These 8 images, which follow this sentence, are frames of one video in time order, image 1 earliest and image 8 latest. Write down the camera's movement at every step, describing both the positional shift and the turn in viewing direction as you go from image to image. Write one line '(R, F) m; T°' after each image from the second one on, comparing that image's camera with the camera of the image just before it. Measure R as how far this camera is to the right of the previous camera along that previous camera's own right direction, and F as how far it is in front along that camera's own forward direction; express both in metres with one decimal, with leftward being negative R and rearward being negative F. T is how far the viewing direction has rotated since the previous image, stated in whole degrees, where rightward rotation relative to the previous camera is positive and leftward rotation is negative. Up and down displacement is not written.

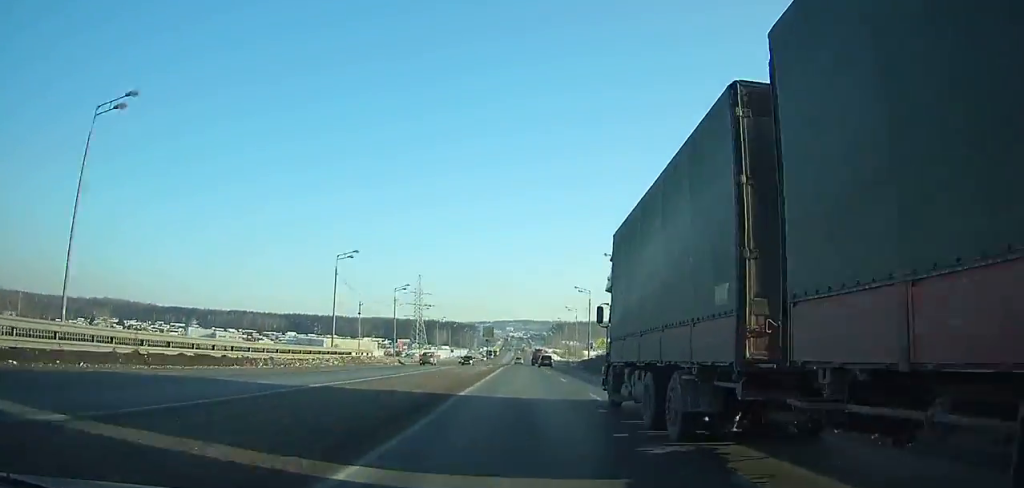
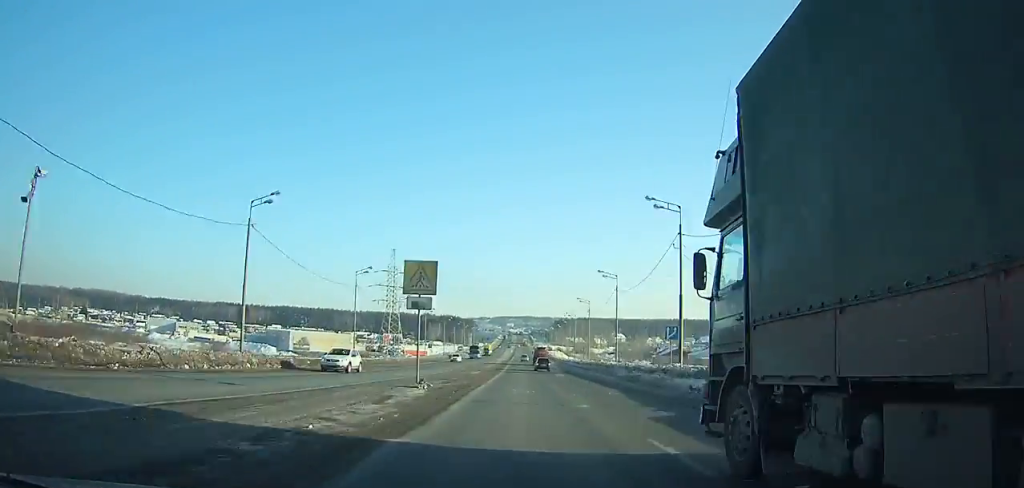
(0.0, +44.6) m; 0°
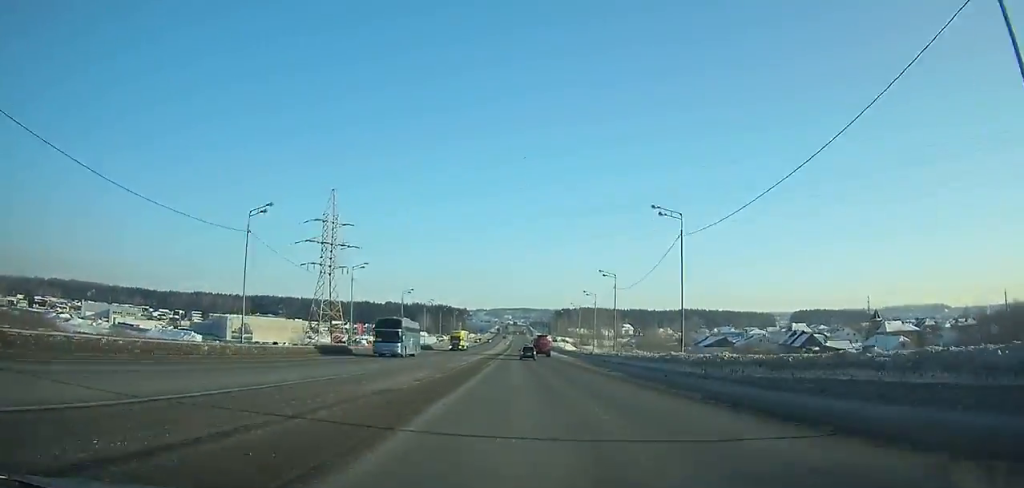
(-0.3, +55.3) m; 0°
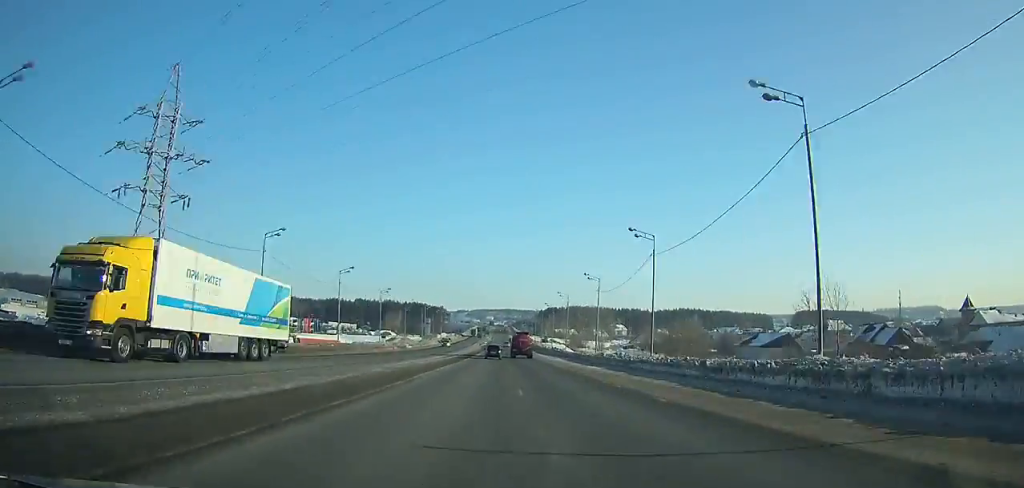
(+0.7, +50.4) m; 0°
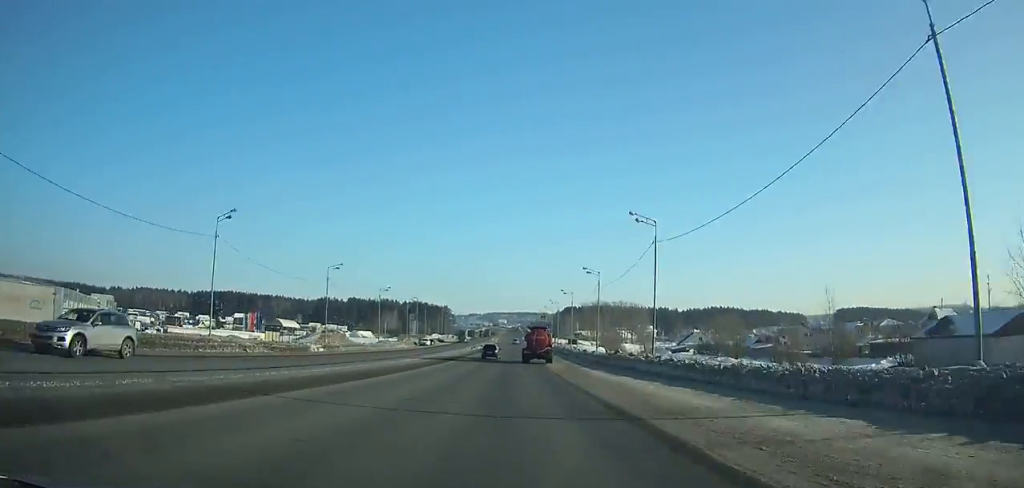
(-0.4, +62.7) m; -1°
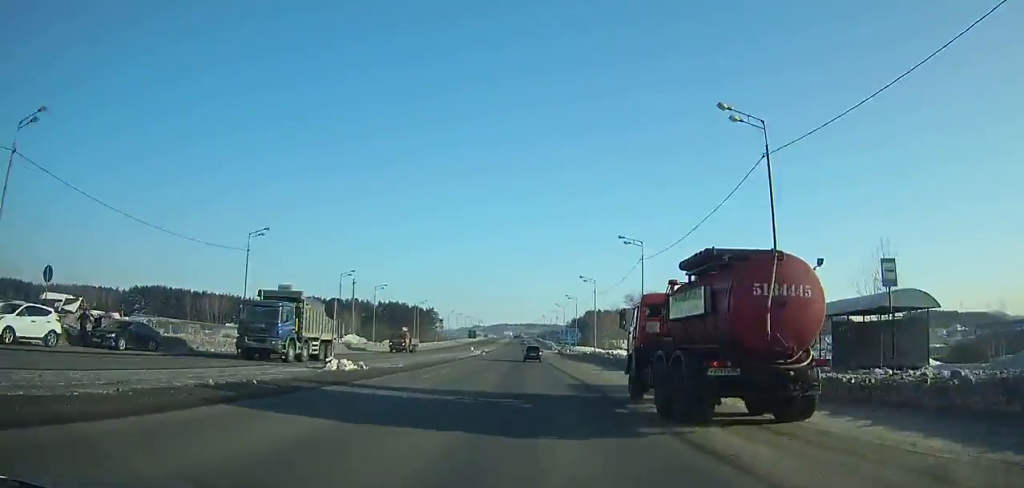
(-0.3, +109.1) m; 0°
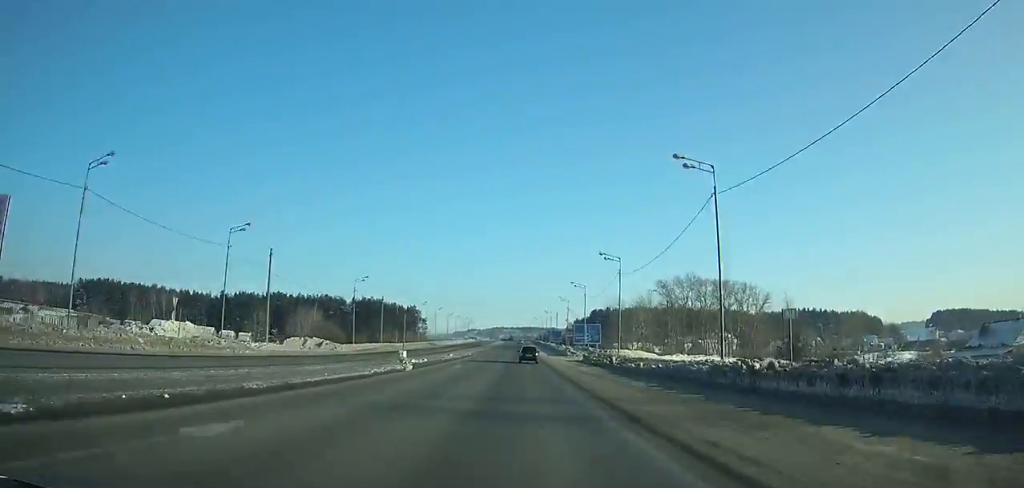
(0.0, +51.2) m; 0°
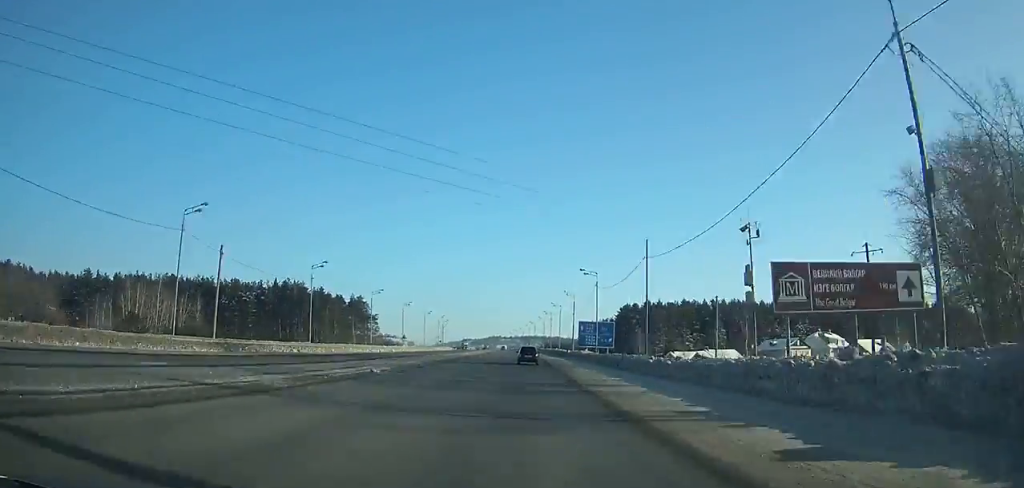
(+0.2, +106.0) m; 0°
